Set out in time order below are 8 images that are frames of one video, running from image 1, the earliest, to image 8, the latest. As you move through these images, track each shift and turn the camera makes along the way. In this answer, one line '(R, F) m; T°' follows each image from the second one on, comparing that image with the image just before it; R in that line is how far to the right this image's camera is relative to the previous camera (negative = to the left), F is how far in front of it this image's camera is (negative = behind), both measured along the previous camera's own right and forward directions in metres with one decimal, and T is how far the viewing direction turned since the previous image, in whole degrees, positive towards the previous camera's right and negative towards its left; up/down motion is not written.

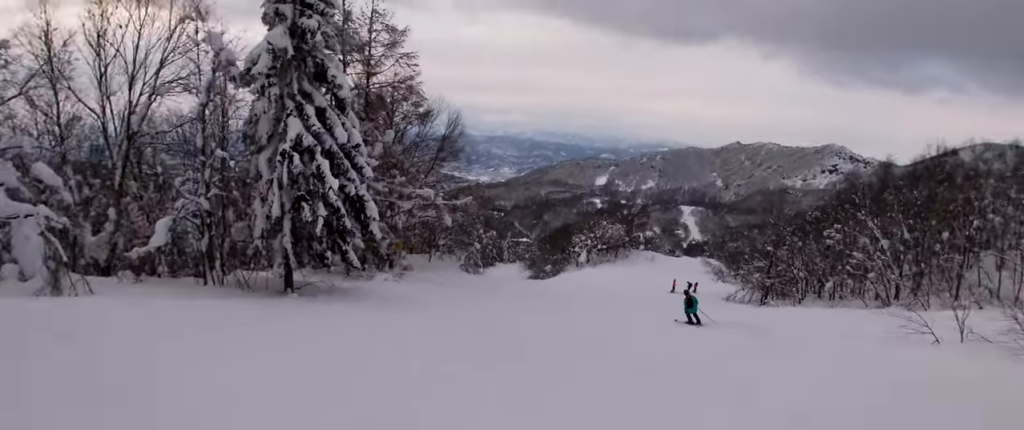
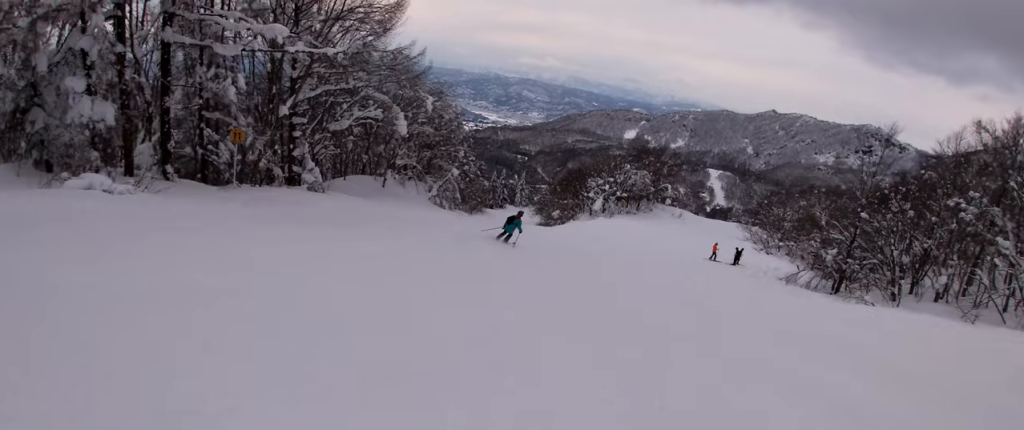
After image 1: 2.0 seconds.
(-2.5, +15.6) m; -8°
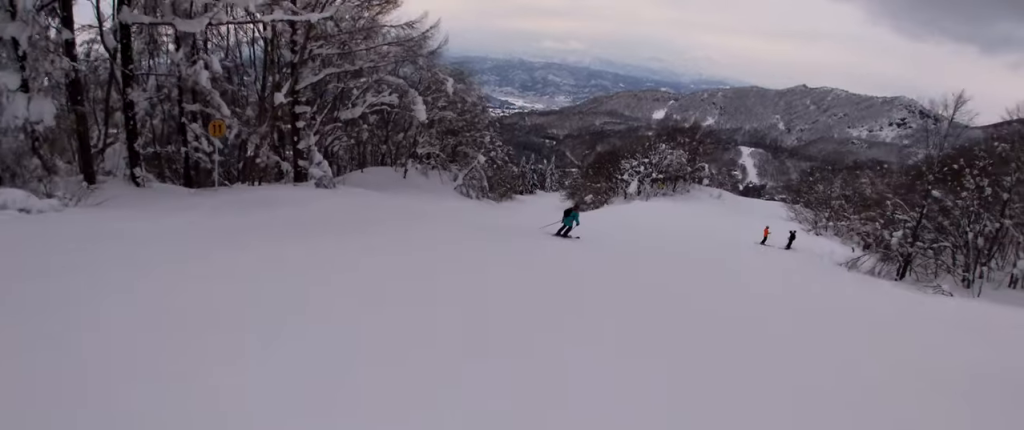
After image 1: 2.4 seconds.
(-0.3, +3.2) m; +4°
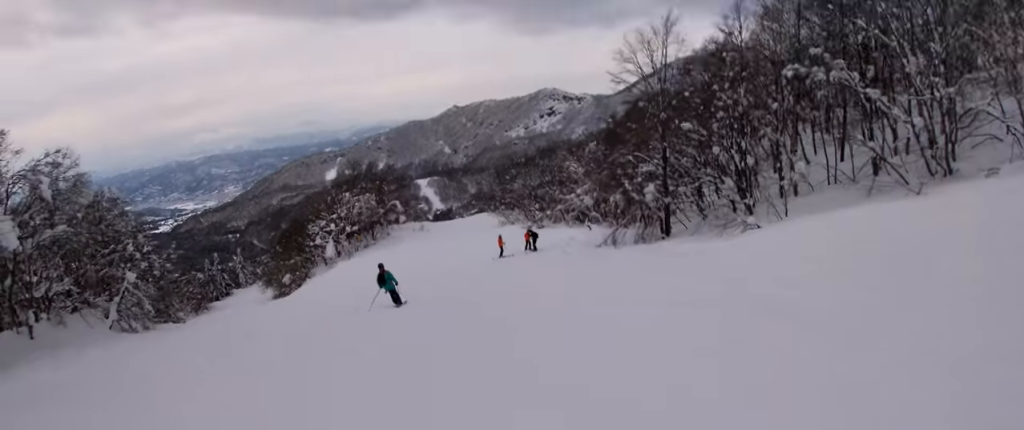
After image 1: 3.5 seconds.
(+1.4, +8.7) m; +9°
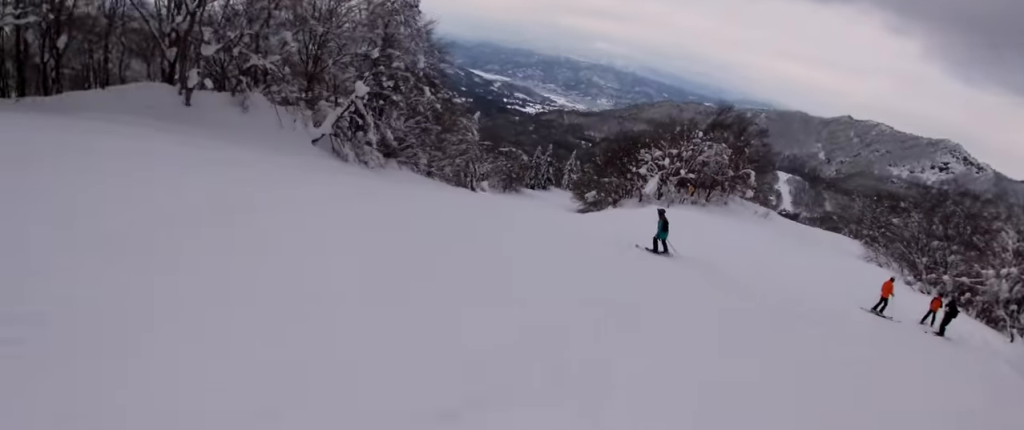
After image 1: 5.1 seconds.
(-1.6, +12.5) m; -22°
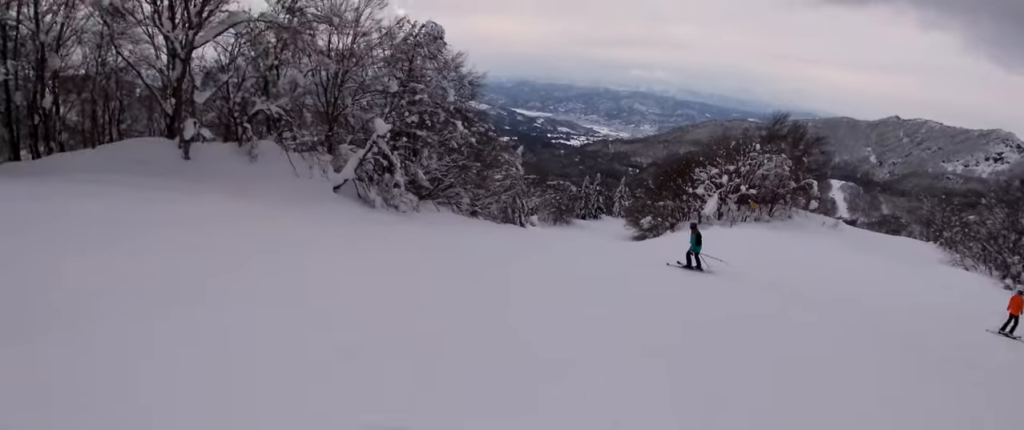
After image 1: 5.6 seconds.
(+0.1, +3.4) m; -8°
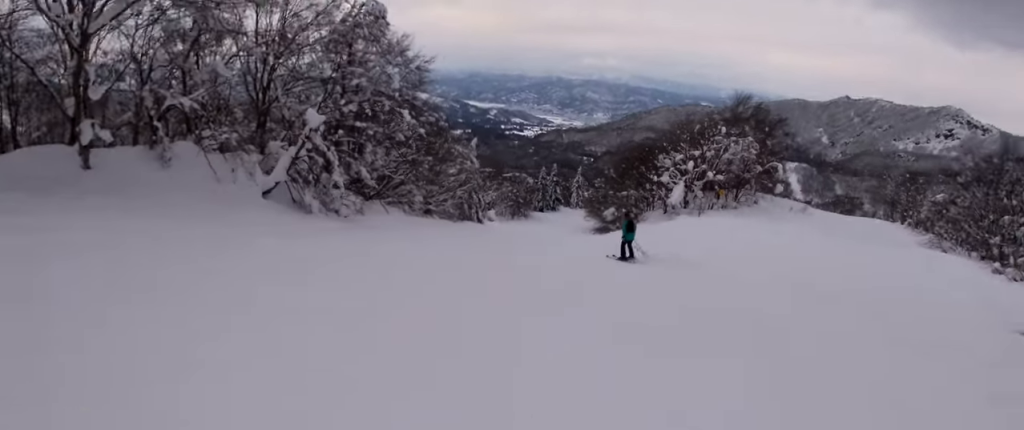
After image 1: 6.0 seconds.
(-0.8, +2.8) m; +4°
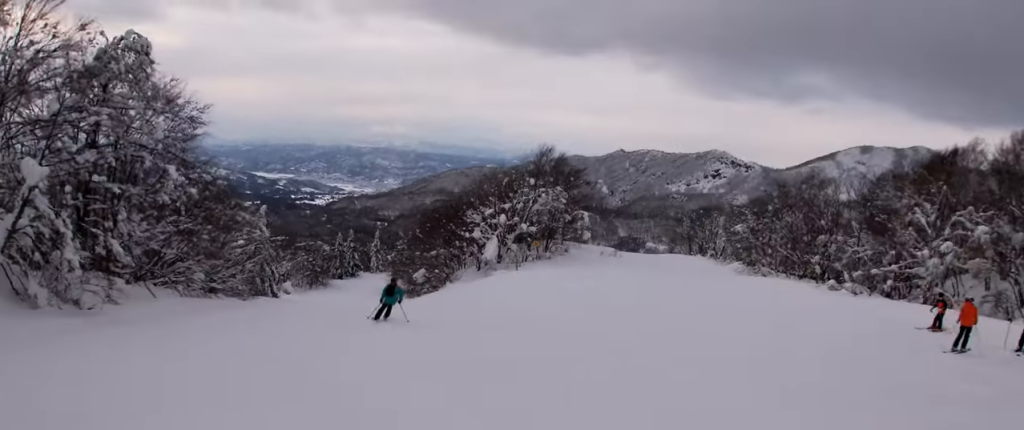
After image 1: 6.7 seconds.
(-0.5, +4.4) m; +8°
